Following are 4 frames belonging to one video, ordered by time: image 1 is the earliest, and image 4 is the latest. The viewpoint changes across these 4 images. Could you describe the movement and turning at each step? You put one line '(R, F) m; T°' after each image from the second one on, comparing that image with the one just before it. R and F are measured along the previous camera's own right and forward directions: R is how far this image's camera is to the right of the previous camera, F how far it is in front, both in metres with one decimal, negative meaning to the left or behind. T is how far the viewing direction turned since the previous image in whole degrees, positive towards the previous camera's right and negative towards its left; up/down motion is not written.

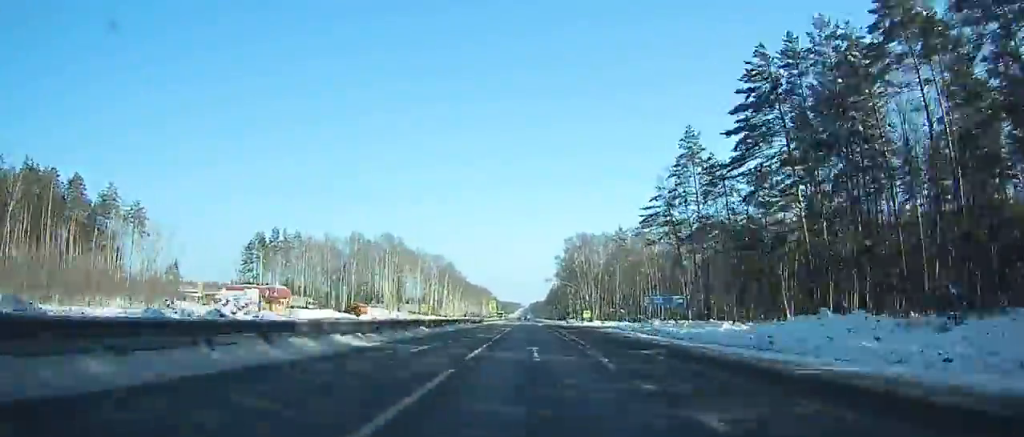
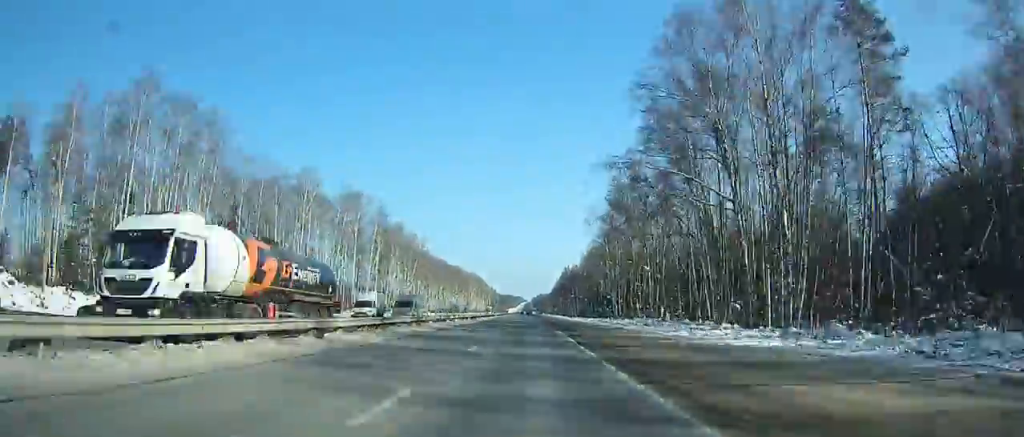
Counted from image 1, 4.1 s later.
(+0.1, +121.8) m; 0°
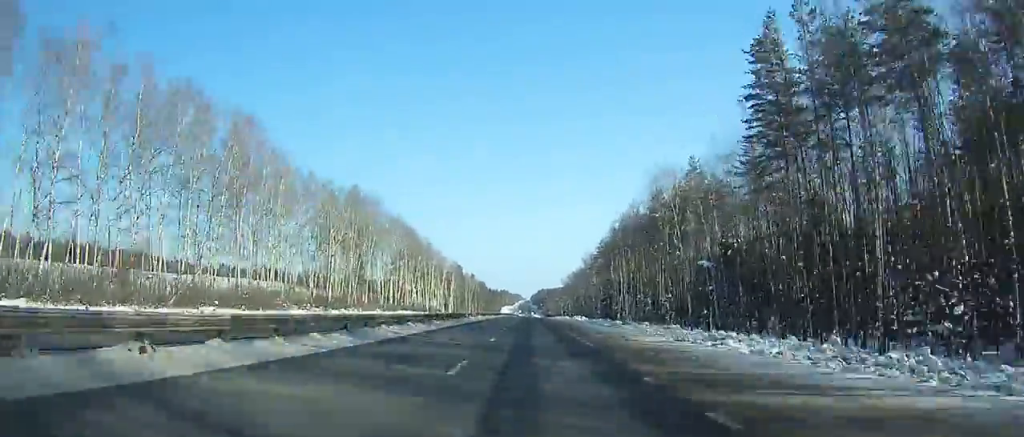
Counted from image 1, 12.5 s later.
(-0.9, +246.7) m; 0°
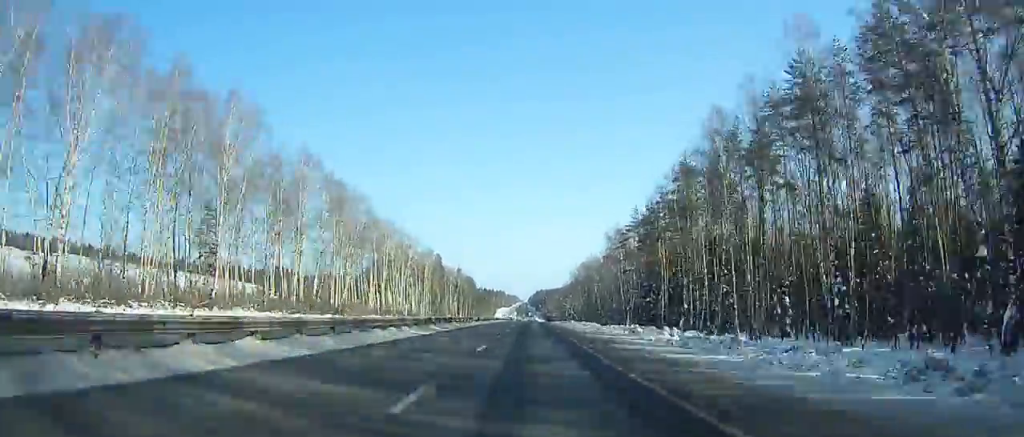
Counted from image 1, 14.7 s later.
(+0.3, +64.5) m; 0°
